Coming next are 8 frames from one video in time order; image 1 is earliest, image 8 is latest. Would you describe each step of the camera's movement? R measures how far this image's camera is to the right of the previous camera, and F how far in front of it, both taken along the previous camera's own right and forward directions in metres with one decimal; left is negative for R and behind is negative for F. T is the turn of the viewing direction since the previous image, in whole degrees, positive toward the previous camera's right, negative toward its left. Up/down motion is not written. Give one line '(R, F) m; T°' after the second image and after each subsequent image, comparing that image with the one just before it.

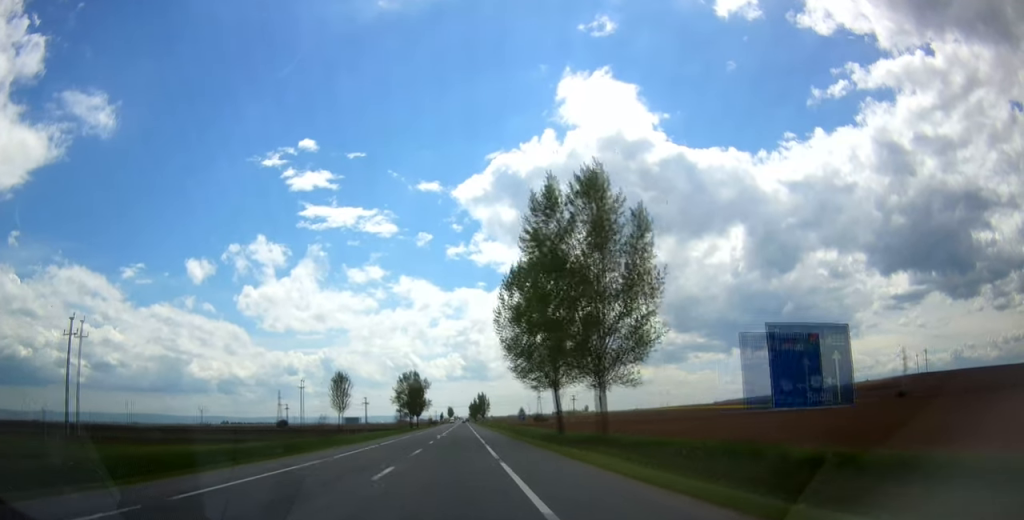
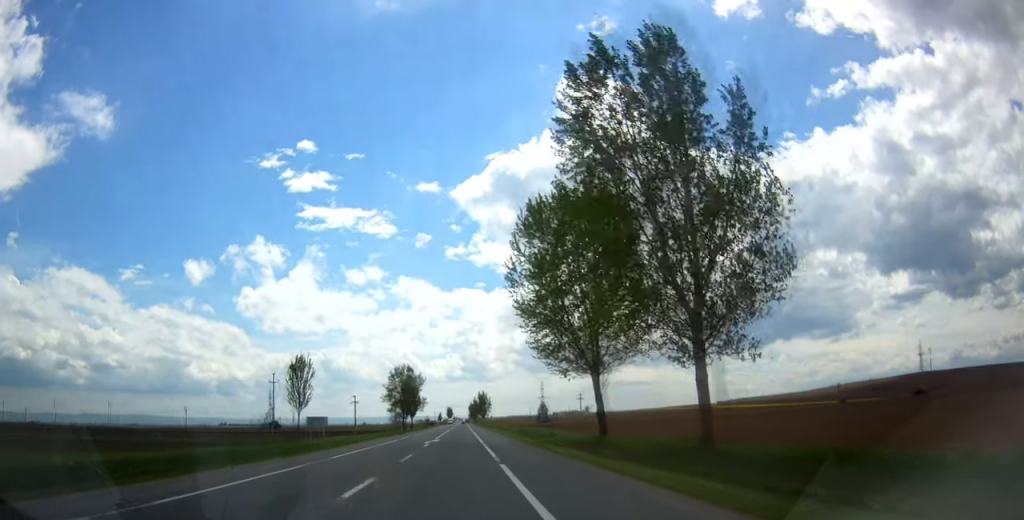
(-0.1, +15.9) m; 0°
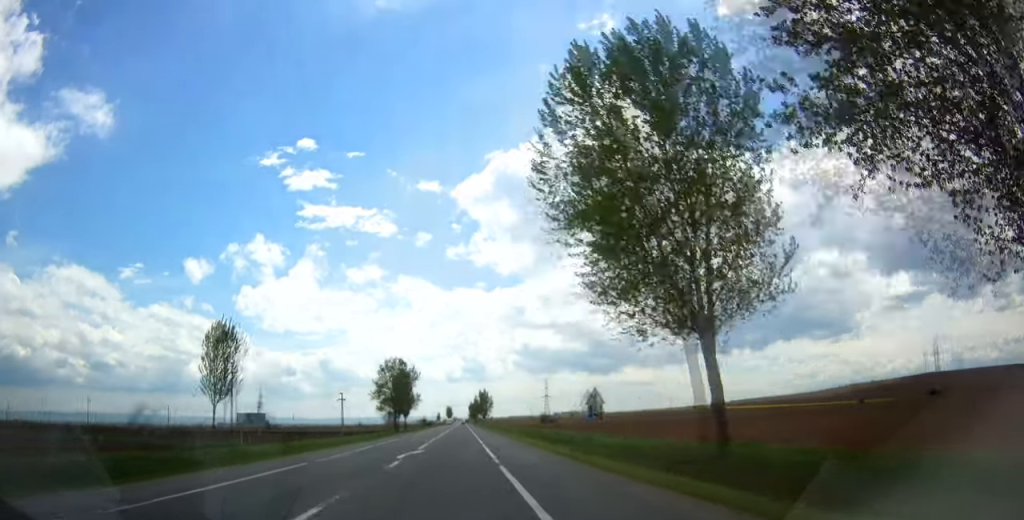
(0.0, +15.9) m; 0°
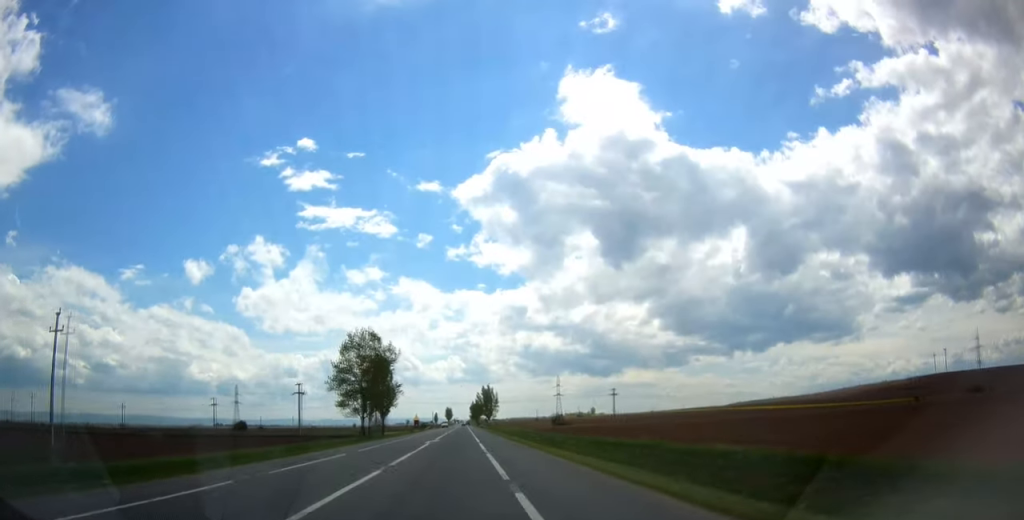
(+0.2, +36.1) m; +1°
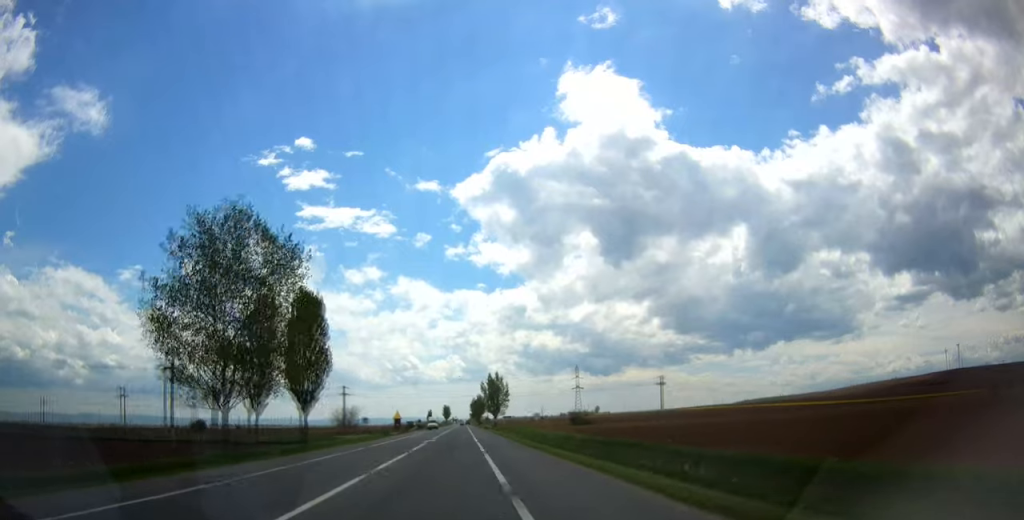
(+0.1, +47.5) m; 0°
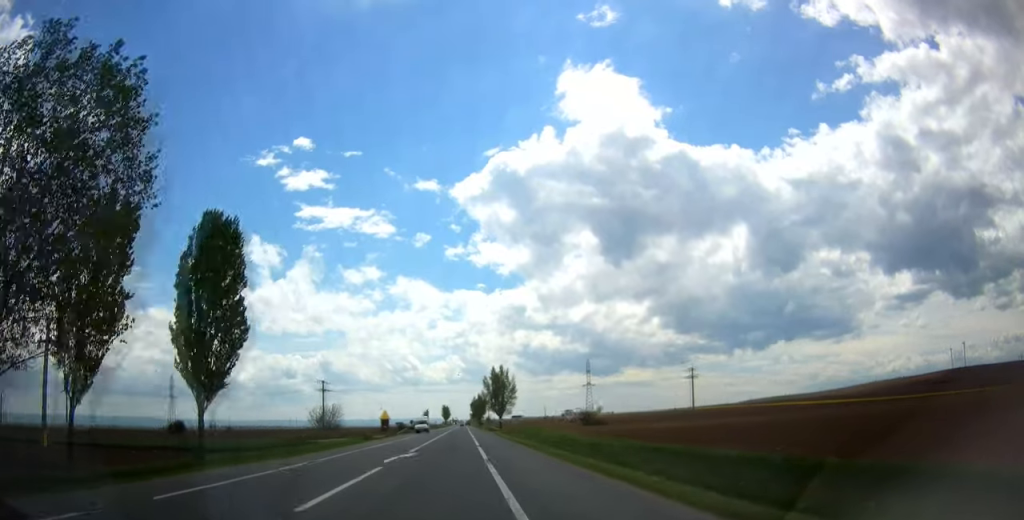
(-0.1, +20.0) m; 0°
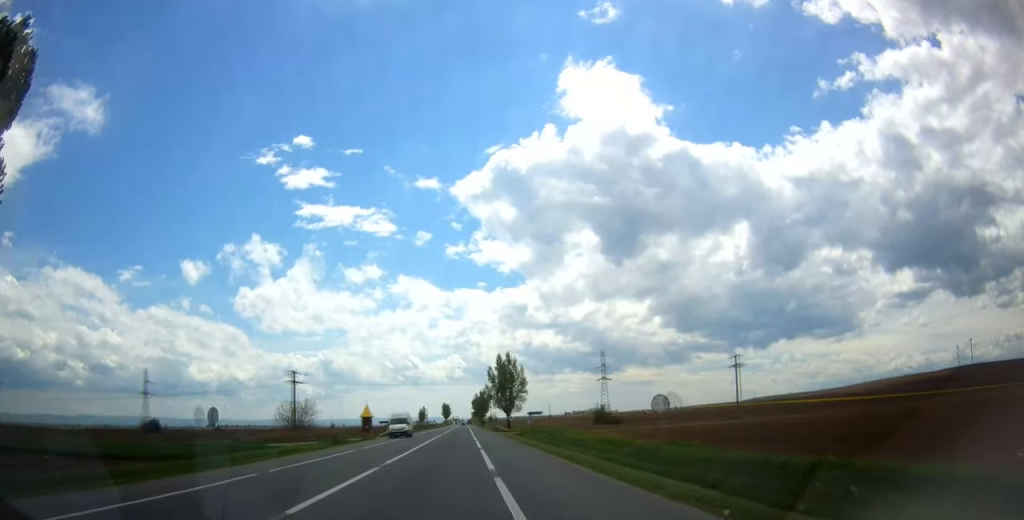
(+0.1, +21.2) m; 0°
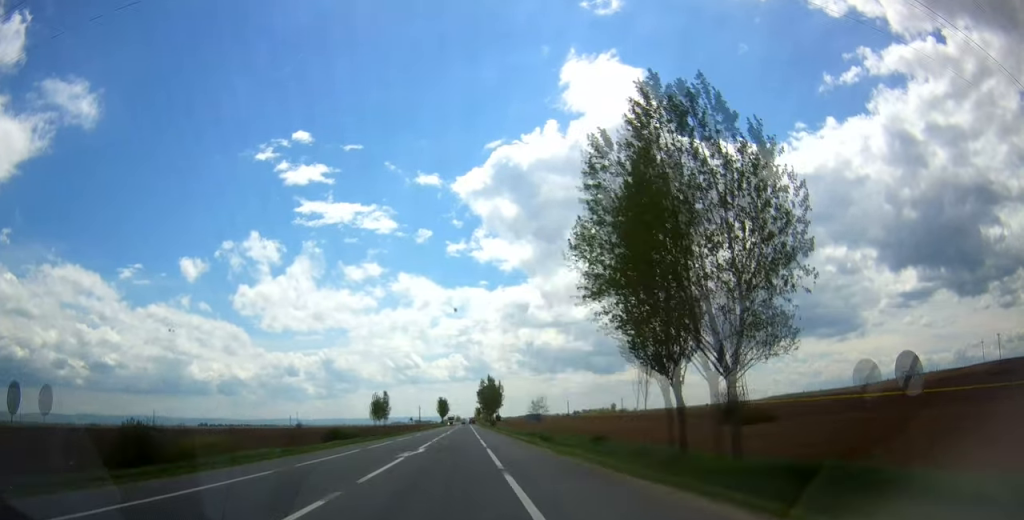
(-0.2, +90.3) m; 0°
